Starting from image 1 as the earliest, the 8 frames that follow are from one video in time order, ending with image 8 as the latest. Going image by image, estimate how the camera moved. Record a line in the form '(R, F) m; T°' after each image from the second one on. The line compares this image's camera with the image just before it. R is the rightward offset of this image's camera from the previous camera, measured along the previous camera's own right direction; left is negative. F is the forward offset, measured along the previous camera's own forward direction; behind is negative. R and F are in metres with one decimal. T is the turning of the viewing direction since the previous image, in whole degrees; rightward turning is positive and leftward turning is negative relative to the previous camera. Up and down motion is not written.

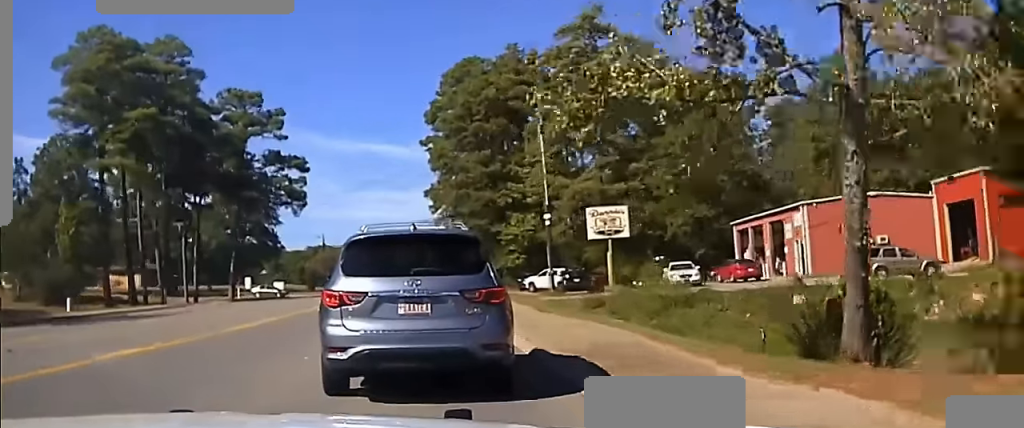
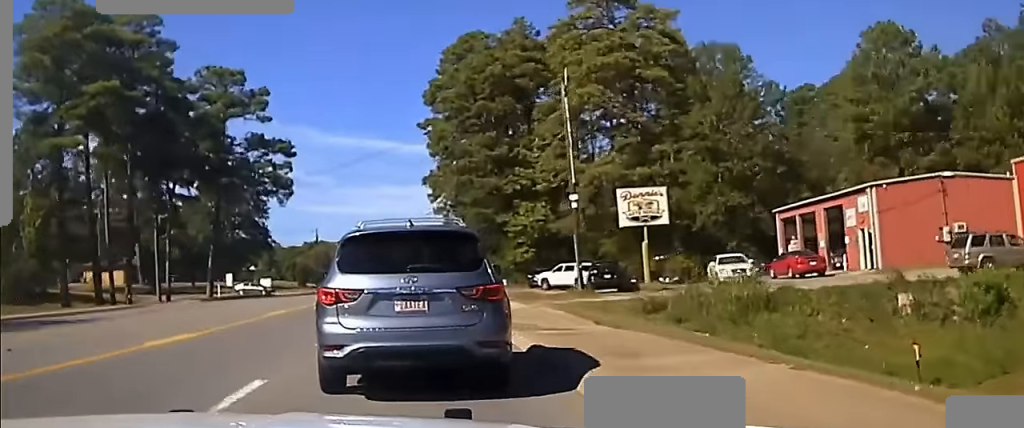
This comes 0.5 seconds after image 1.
(0.0, +9.9) m; 0°
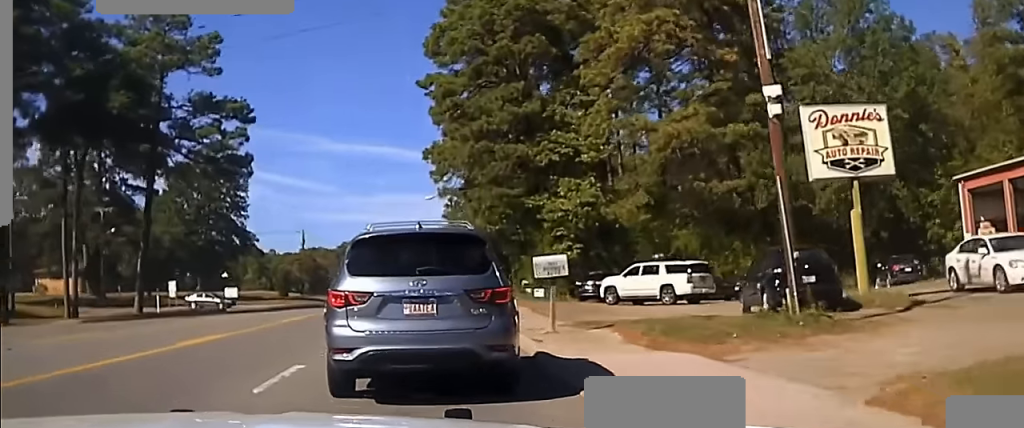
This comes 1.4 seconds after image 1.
(0.0, +20.7) m; 0°
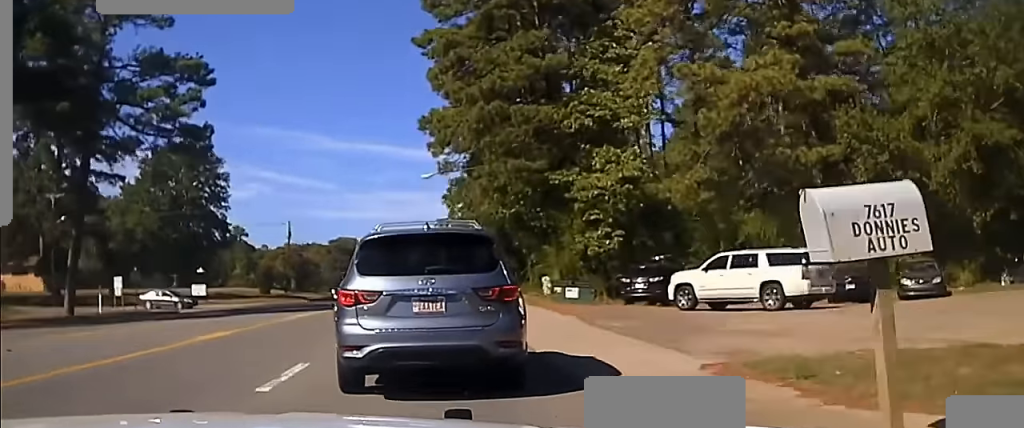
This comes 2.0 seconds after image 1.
(0.0, +12.3) m; 0°
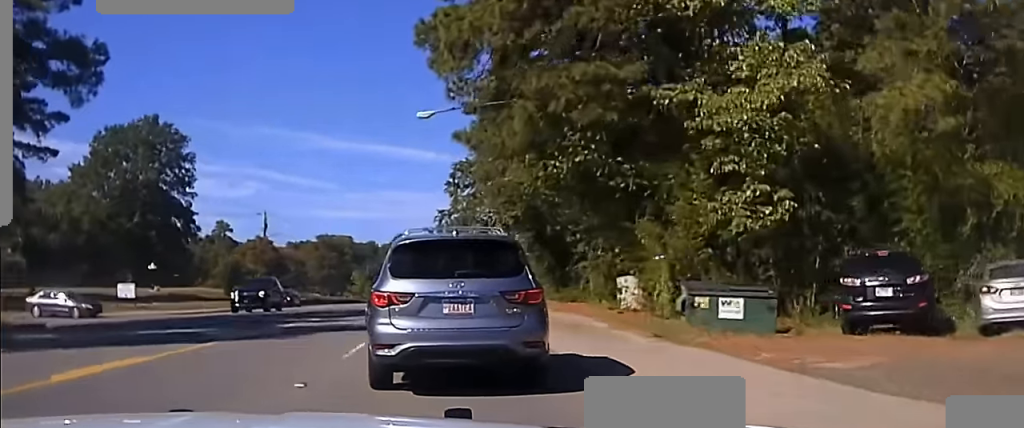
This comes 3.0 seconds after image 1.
(0.0, +19.8) m; +1°
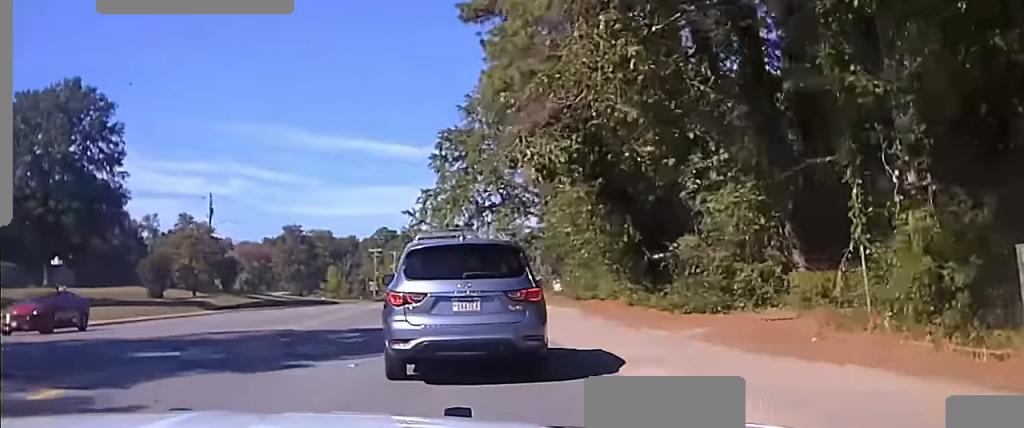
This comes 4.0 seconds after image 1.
(+0.3, +21.9) m; +1°
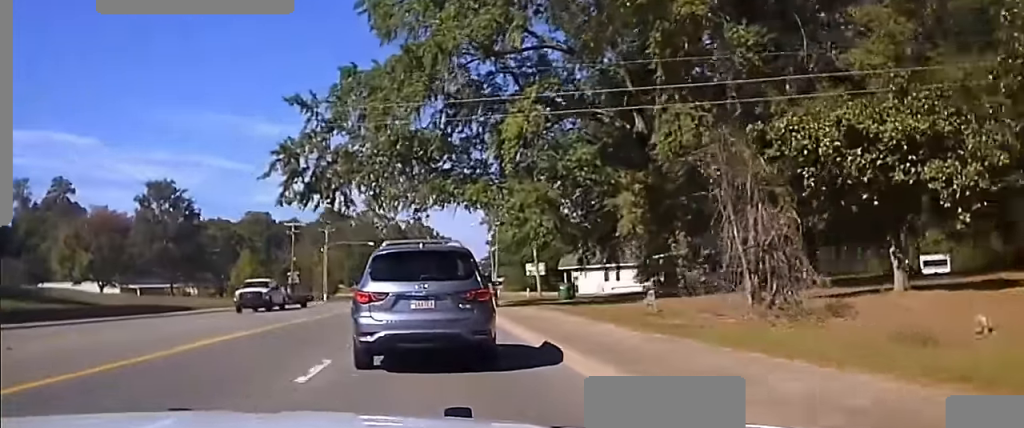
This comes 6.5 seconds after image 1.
(+0.9, +53.5) m; +2°
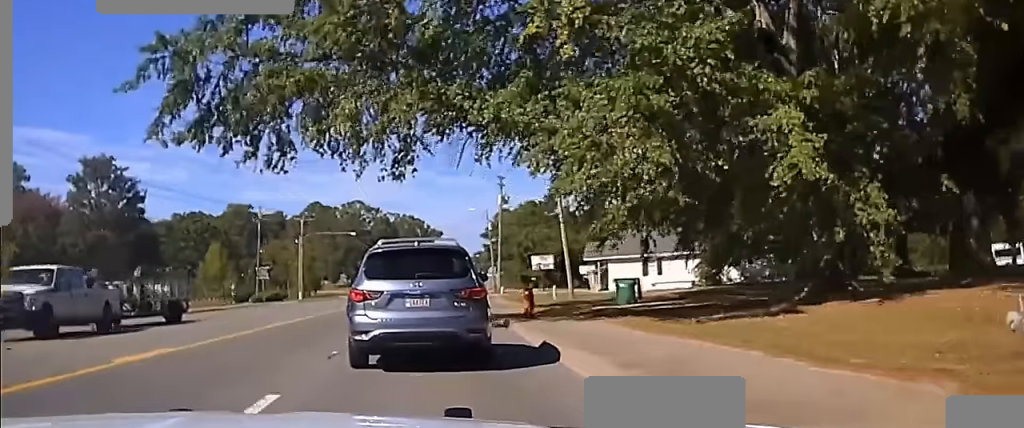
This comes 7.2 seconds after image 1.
(-0.1, +16.4) m; +1°
